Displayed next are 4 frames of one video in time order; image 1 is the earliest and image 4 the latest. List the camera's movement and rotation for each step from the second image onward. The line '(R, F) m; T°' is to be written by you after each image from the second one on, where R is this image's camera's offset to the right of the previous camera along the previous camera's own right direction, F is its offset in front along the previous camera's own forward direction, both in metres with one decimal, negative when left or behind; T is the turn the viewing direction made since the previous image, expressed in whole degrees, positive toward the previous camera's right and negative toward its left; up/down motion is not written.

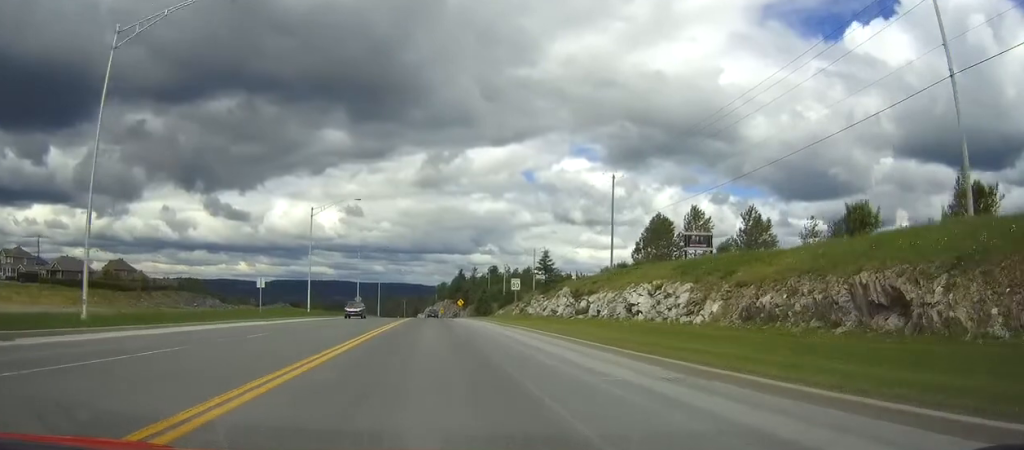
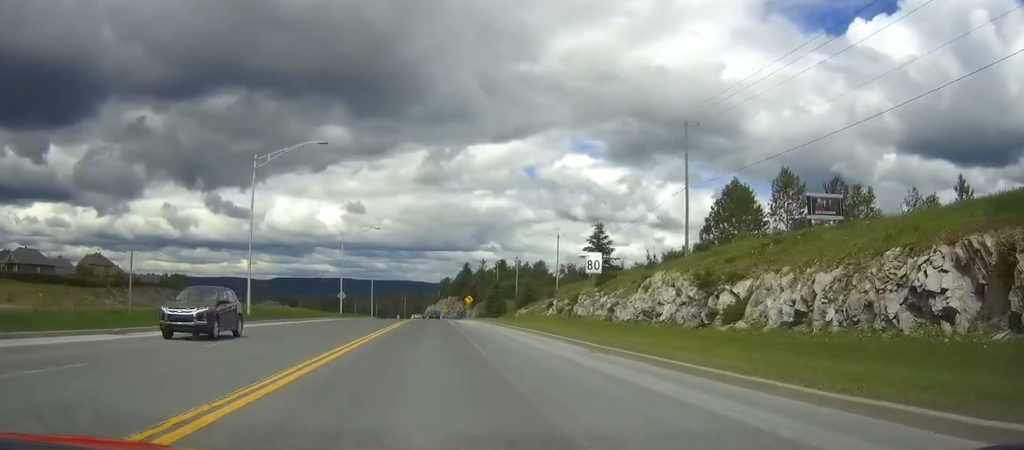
(-0.1, +23.1) m; 0°
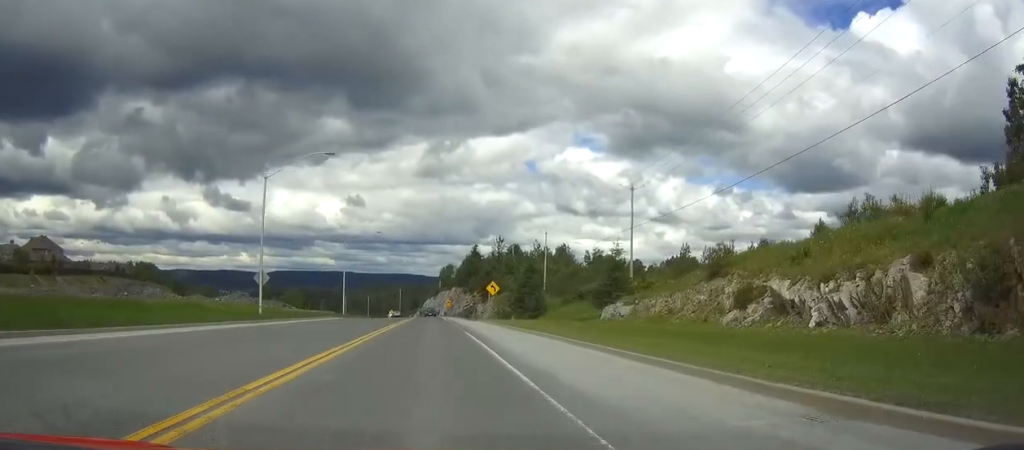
(+0.1, +41.8) m; 0°
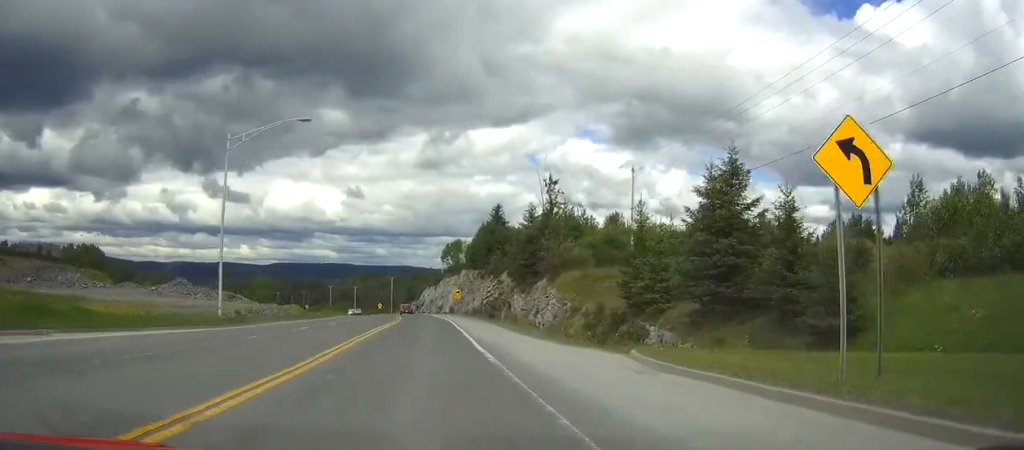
(+0.3, +54.4) m; 0°
